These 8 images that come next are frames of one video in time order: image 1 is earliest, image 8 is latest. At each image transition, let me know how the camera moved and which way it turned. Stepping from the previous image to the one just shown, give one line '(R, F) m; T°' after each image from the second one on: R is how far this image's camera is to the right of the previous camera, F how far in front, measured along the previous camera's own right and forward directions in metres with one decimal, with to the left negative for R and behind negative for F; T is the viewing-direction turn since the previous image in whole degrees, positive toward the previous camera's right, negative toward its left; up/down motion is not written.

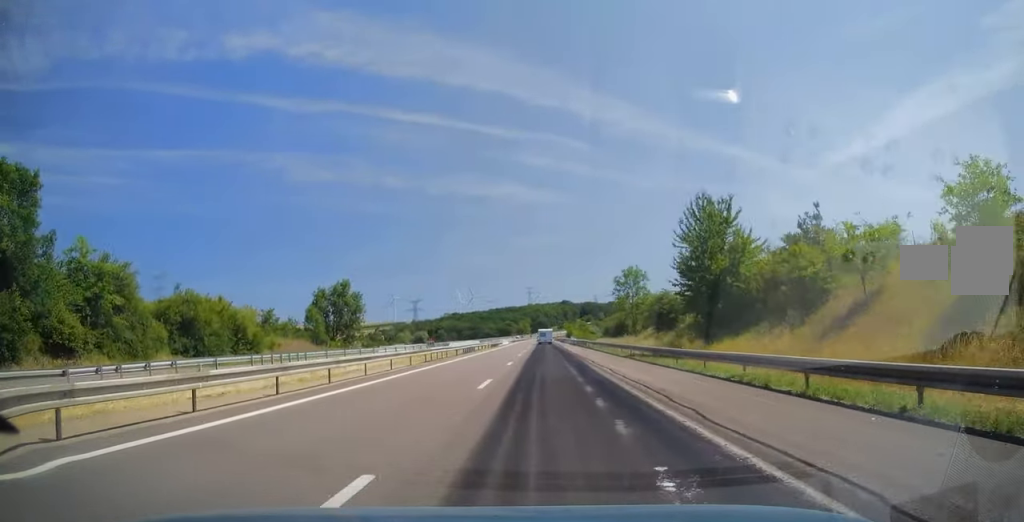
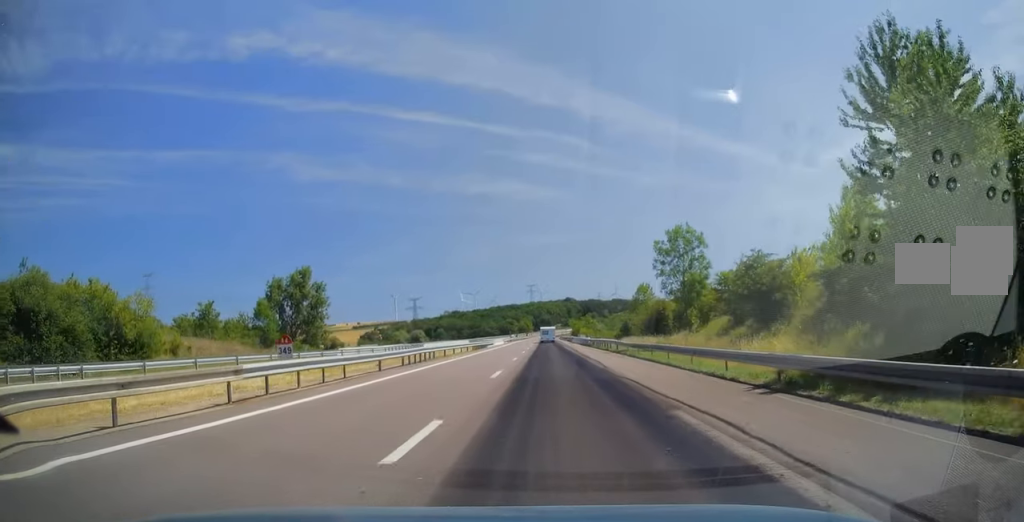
(0.0, +22.5) m; -1°
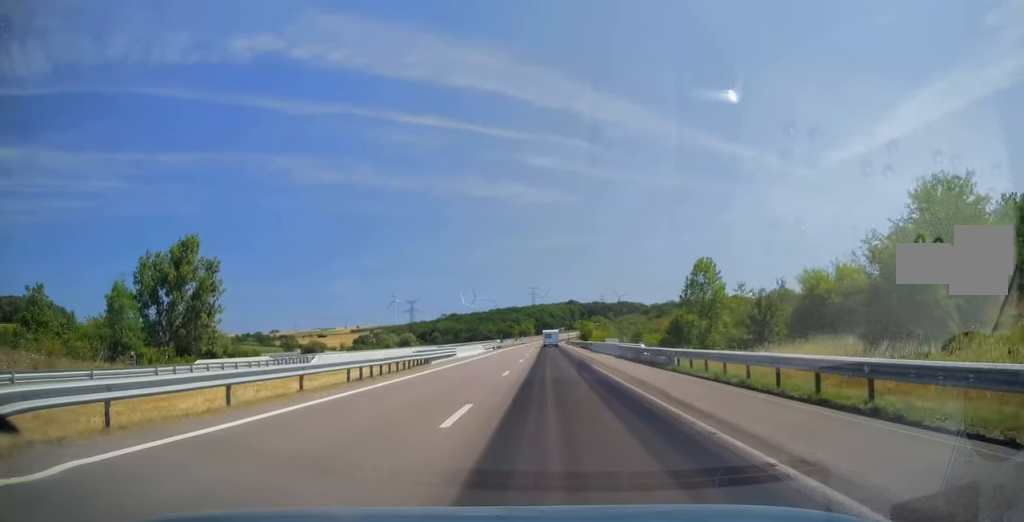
(-0.4, +36.5) m; -1°
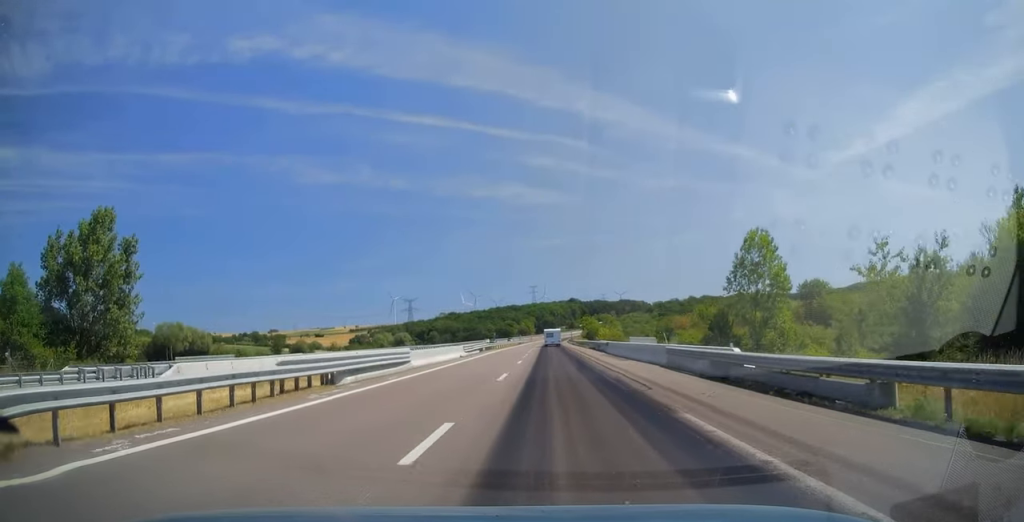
(0.0, +16.0) m; 0°
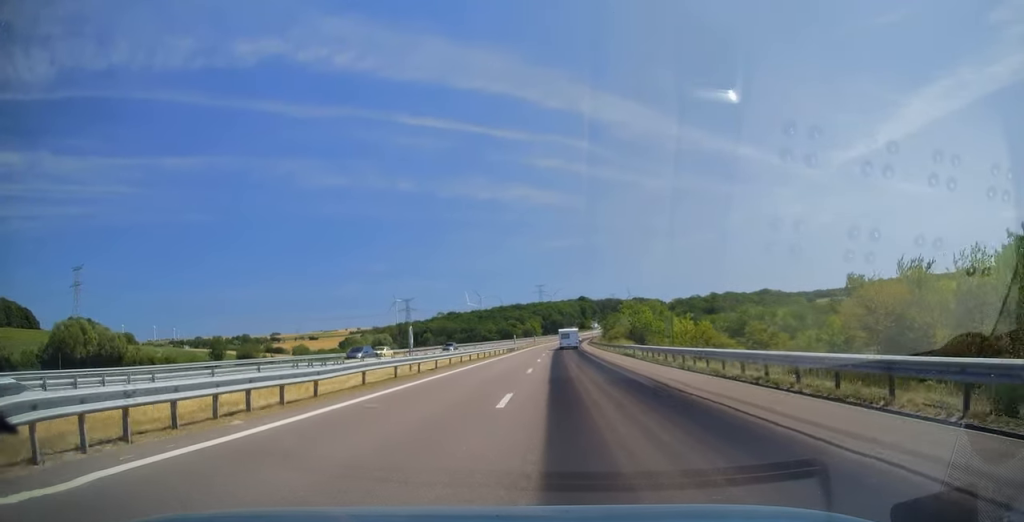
(+0.3, +59.5) m; 0°
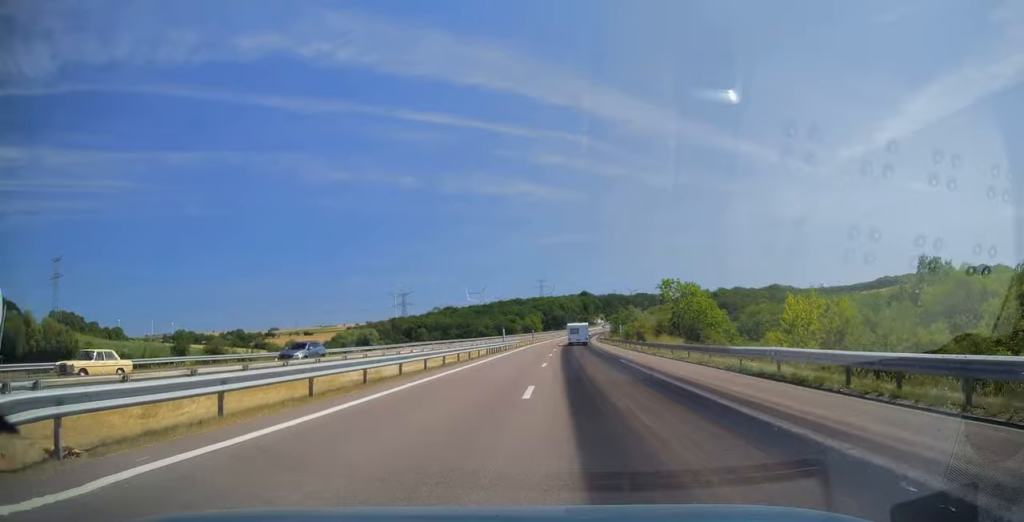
(0.0, +25.4) m; 0°
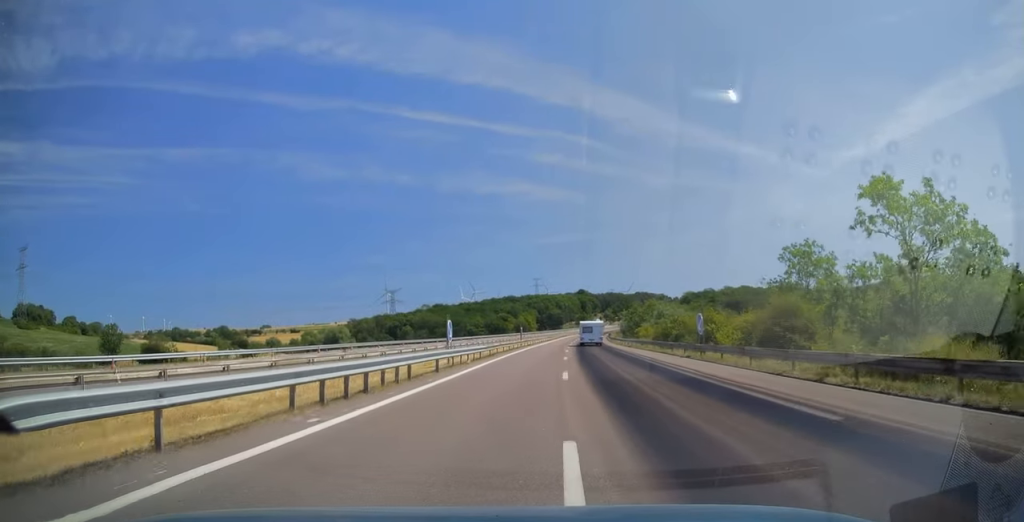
(0.0, +34.7) m; 0°
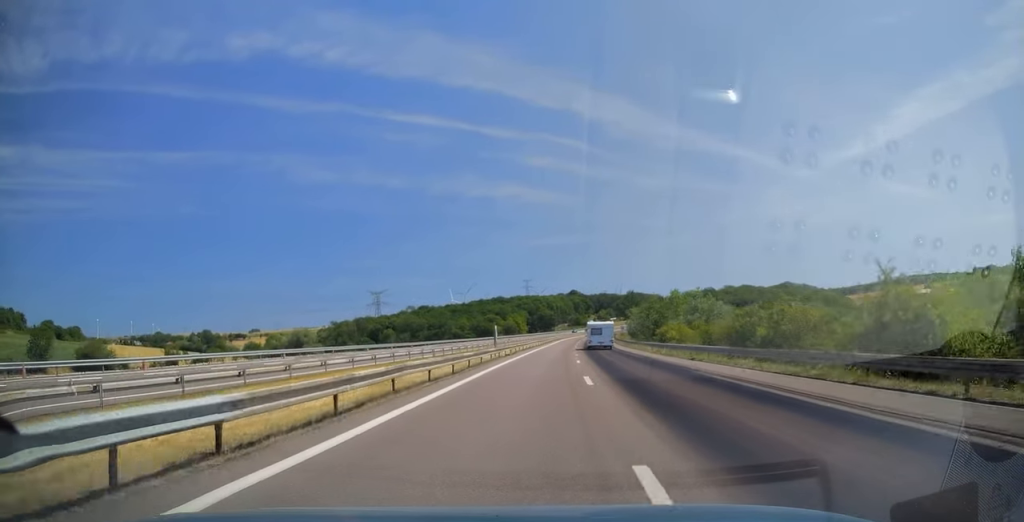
(0.0, +27.7) m; +1°
